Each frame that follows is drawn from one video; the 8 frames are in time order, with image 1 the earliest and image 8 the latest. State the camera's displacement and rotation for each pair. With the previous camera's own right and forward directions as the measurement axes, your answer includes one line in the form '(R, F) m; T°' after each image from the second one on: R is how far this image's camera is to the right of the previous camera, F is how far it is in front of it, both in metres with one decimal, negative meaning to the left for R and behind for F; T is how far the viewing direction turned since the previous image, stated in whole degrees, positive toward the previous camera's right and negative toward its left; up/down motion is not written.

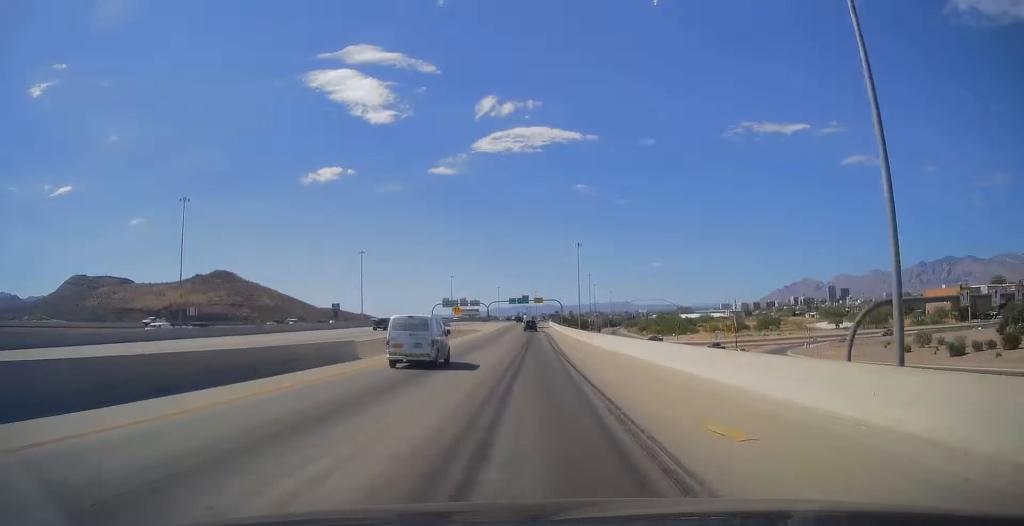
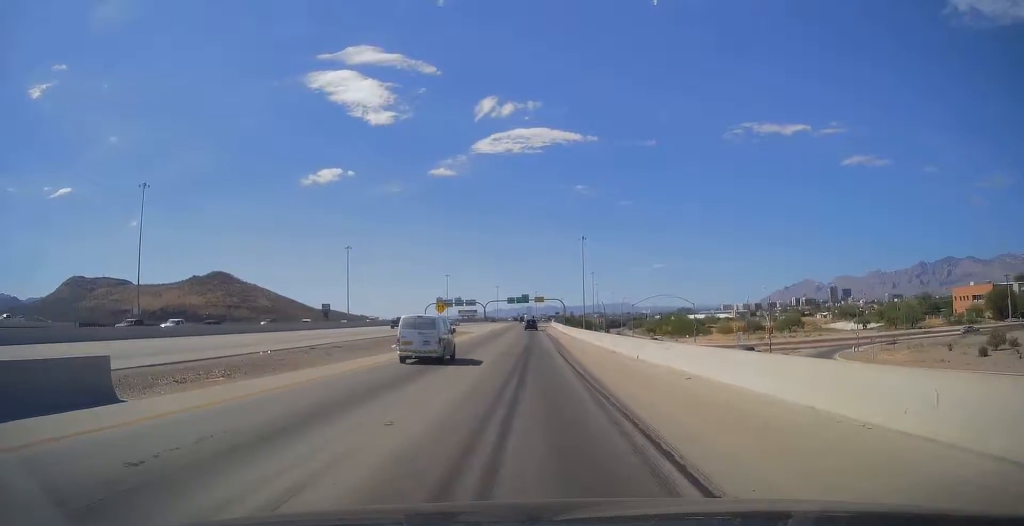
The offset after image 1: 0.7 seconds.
(-0.1, +17.7) m; +1°
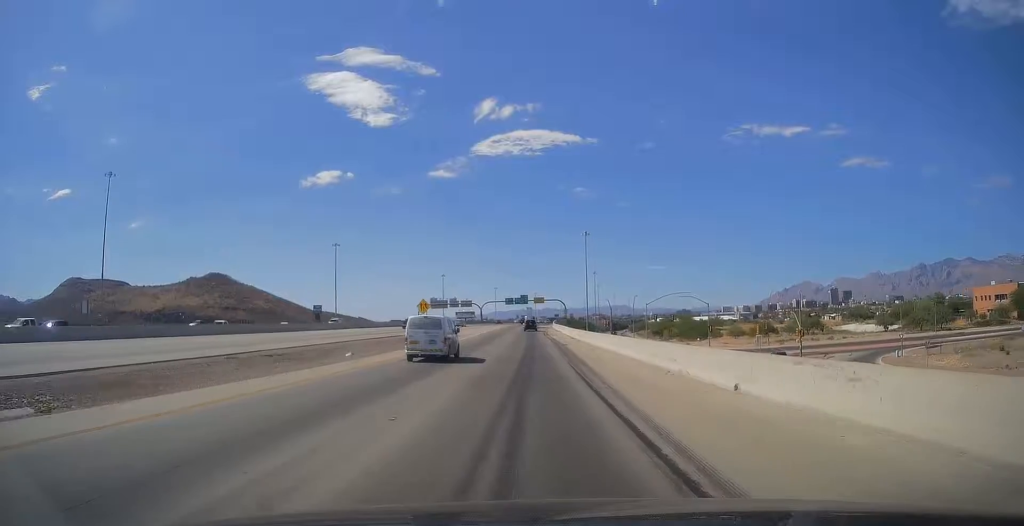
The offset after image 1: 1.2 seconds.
(+0.3, +12.7) m; +1°
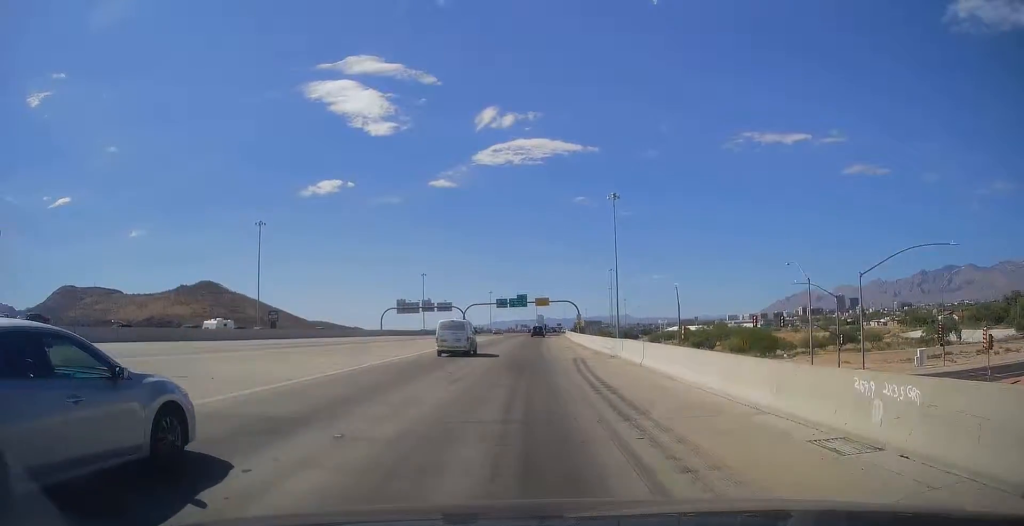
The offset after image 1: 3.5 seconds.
(-1.0, +59.2) m; -1°
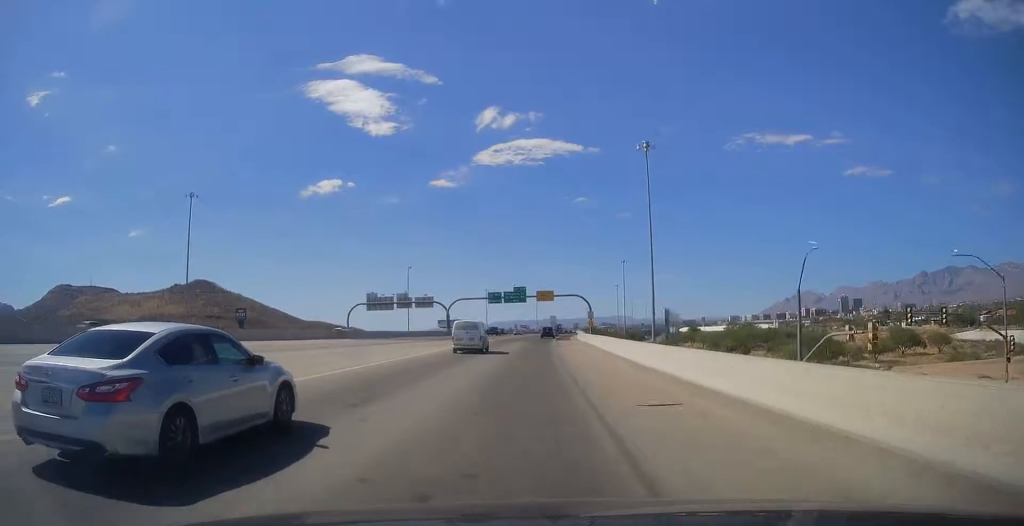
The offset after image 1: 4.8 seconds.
(+0.8, +32.1) m; +2°
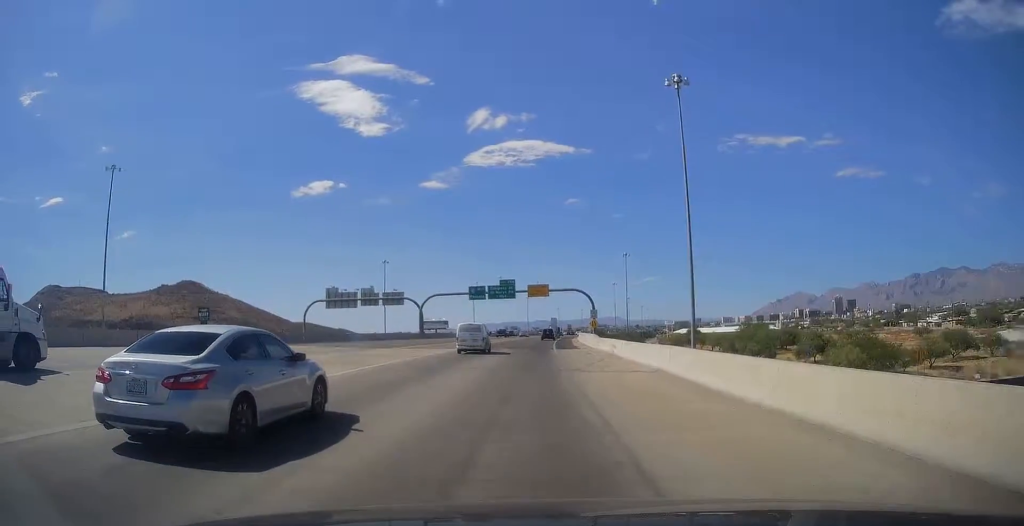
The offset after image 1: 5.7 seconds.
(0.0, +22.9) m; 0°
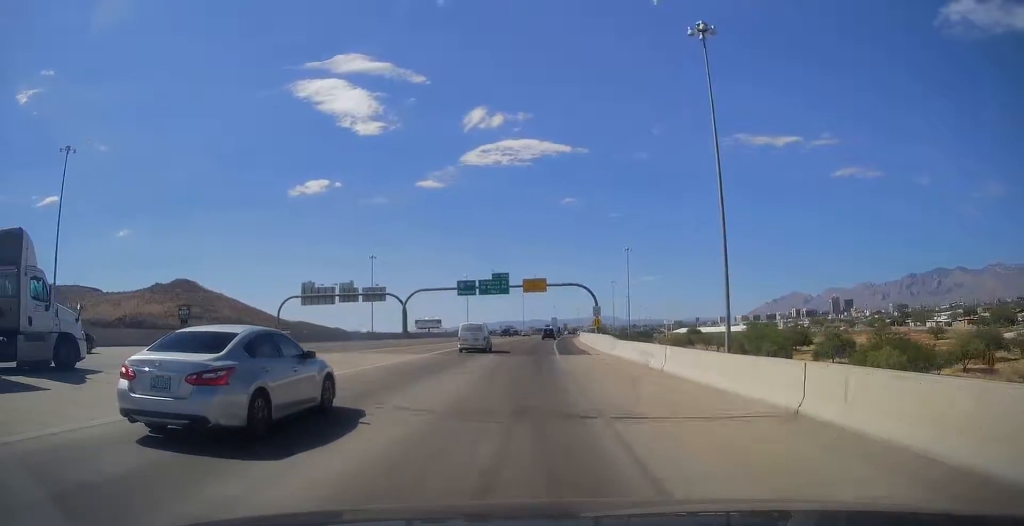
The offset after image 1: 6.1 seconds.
(0.0, +11.0) m; 0°
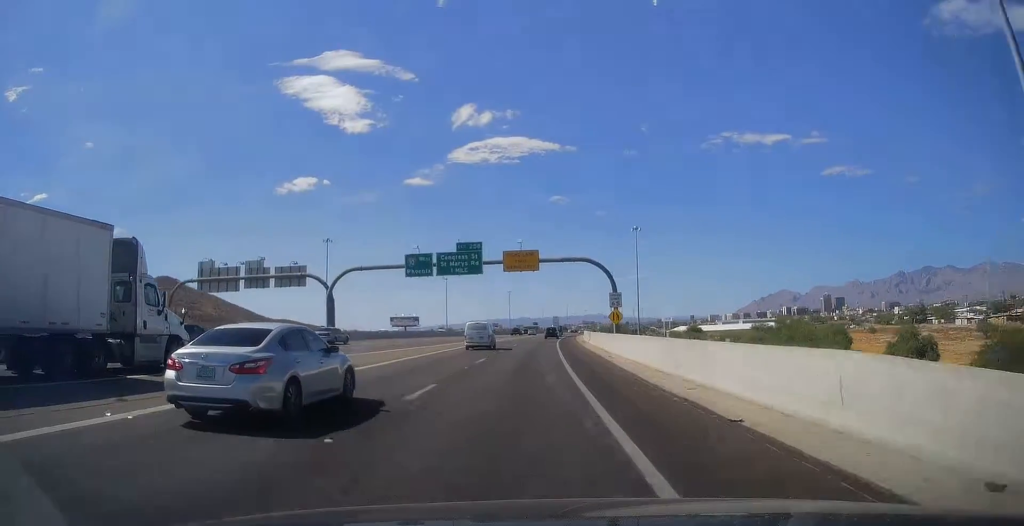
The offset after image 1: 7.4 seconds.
(0.0, +32.1) m; 0°
